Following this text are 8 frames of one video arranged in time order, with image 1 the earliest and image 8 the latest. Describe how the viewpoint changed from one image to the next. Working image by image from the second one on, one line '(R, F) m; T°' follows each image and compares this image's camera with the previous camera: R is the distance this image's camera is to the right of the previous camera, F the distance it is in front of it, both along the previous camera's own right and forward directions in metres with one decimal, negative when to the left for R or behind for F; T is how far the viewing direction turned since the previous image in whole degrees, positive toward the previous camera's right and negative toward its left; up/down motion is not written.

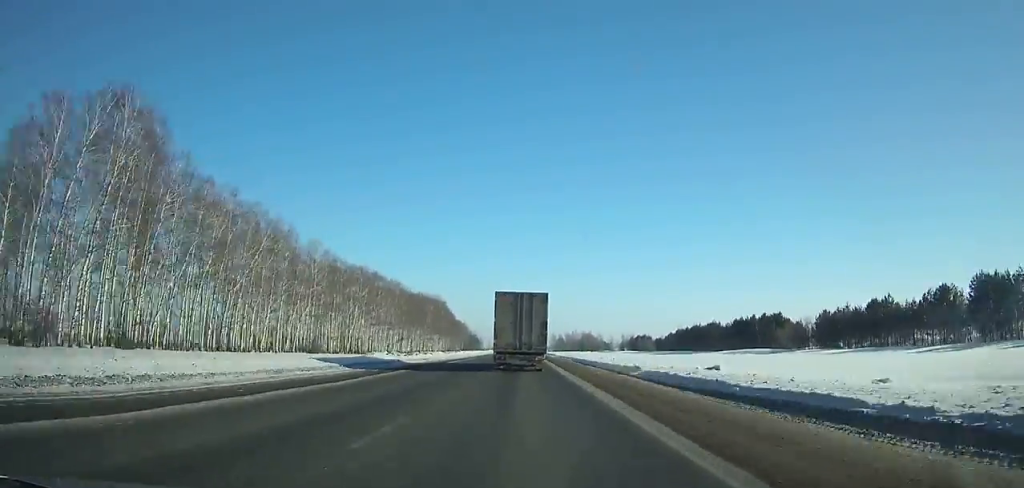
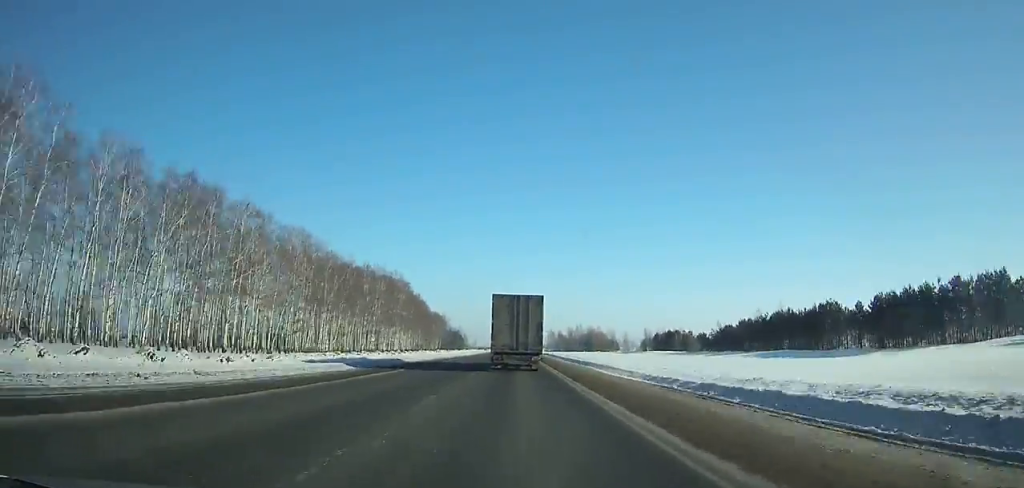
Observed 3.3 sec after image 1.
(-0.1, +78.4) m; 0°
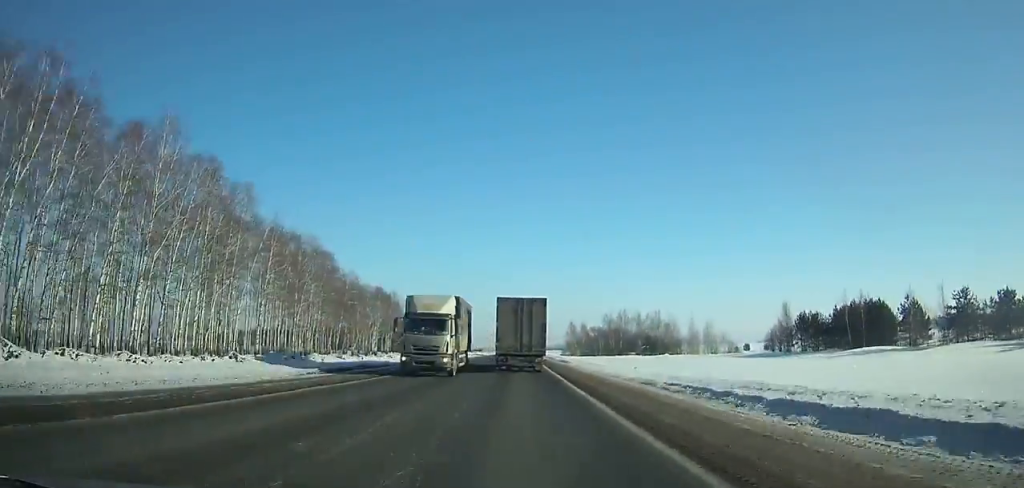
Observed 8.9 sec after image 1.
(+0.4, +134.2) m; 0°
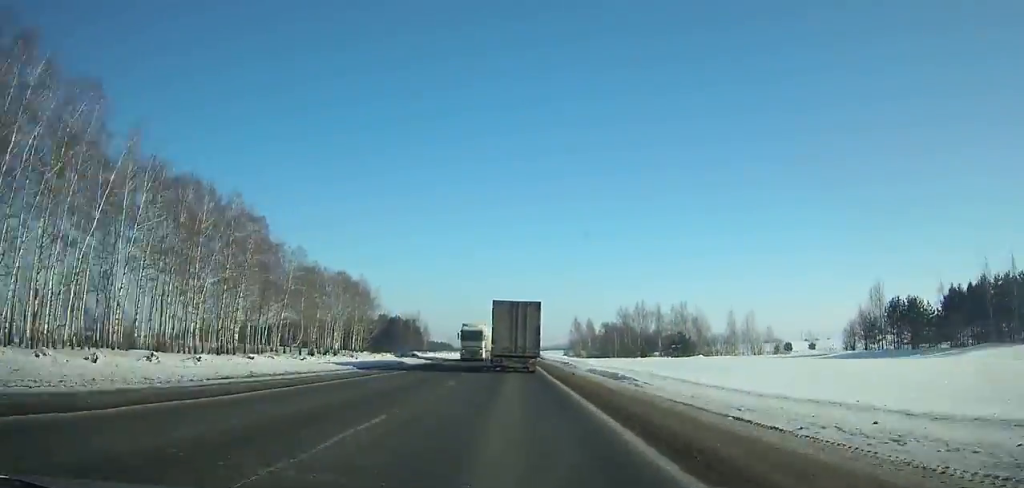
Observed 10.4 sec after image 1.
(0.0, +36.0) m; 0°
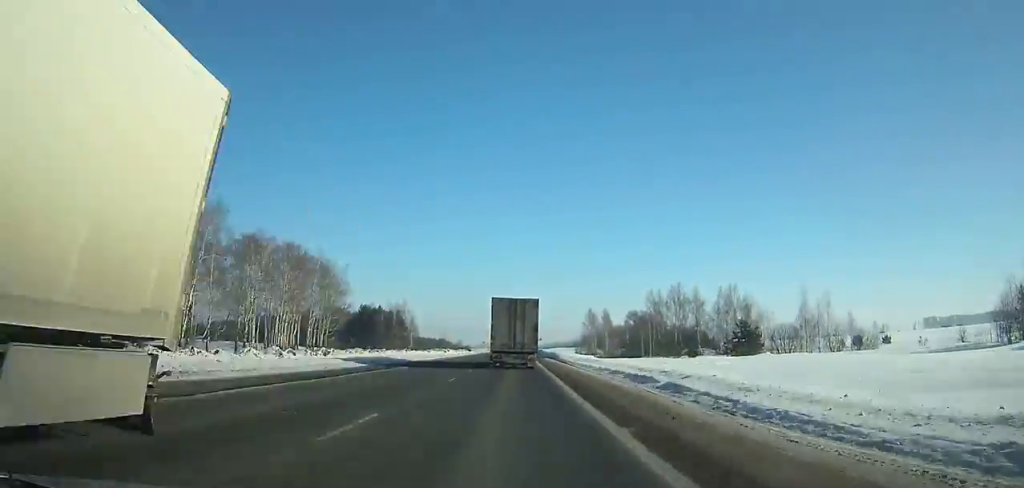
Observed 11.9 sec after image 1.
(-0.1, +36.1) m; 0°
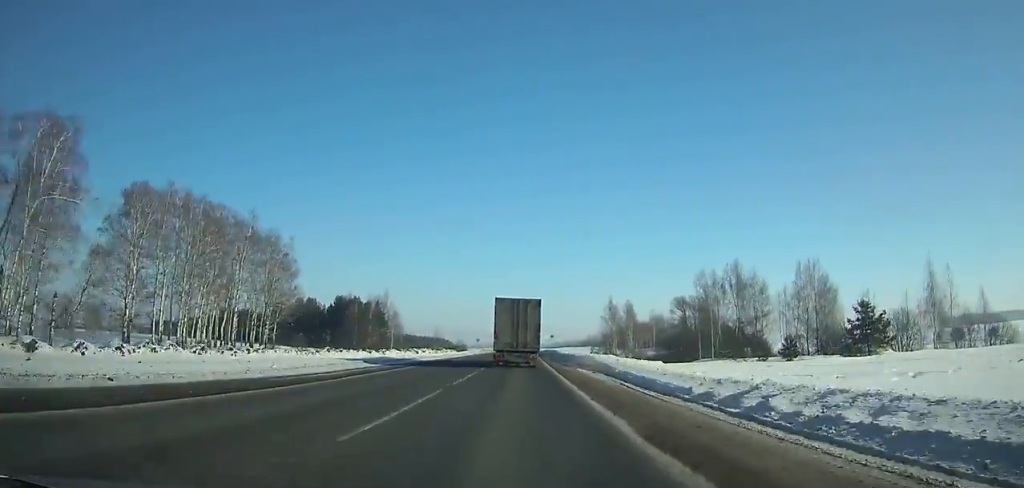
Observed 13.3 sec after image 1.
(-0.1, +33.6) m; 0°
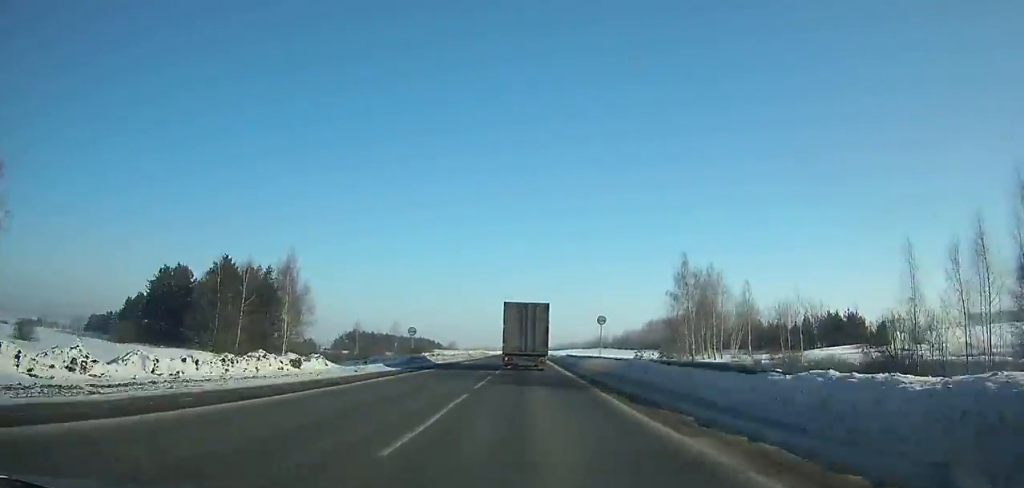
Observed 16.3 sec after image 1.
(+0.1, +71.6) m; 0°
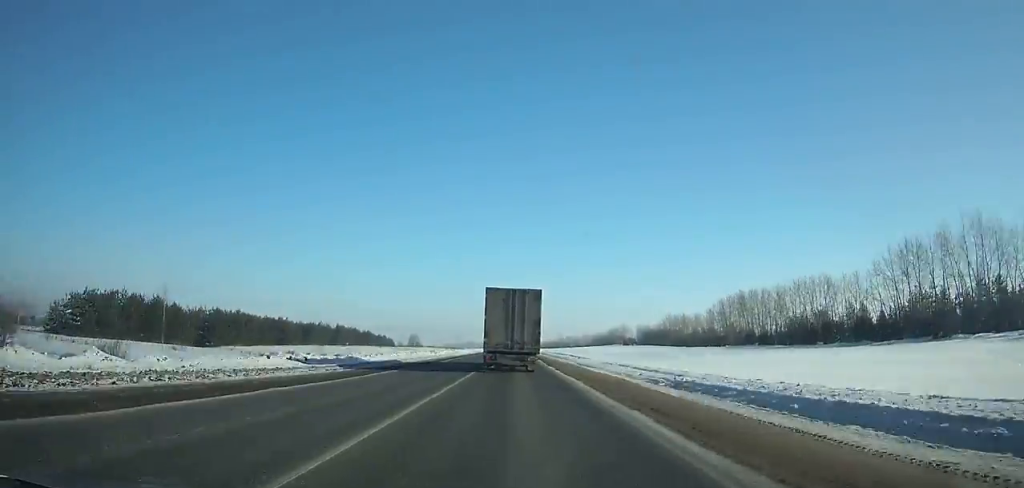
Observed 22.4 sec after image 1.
(+1.3, +141.6) m; +1°
